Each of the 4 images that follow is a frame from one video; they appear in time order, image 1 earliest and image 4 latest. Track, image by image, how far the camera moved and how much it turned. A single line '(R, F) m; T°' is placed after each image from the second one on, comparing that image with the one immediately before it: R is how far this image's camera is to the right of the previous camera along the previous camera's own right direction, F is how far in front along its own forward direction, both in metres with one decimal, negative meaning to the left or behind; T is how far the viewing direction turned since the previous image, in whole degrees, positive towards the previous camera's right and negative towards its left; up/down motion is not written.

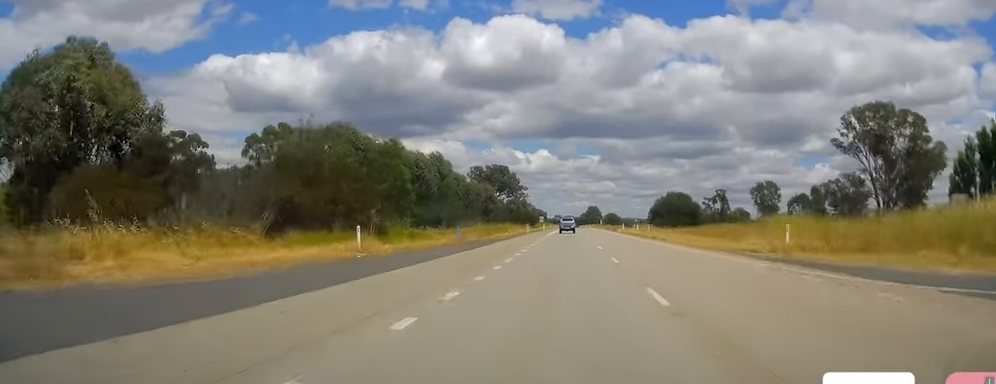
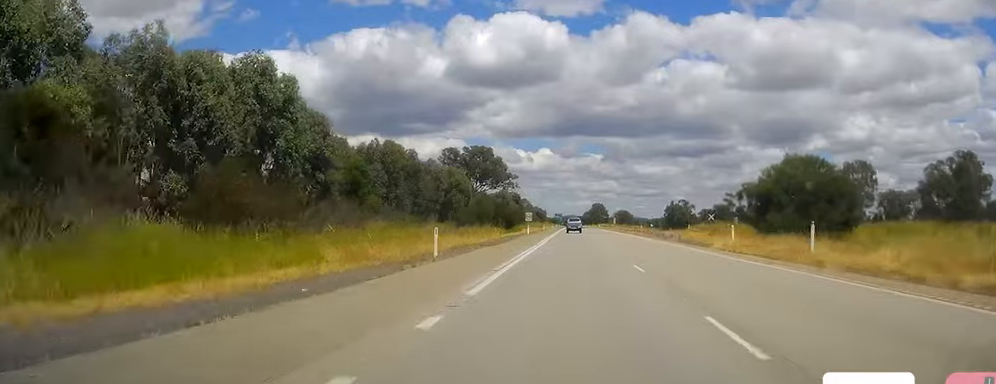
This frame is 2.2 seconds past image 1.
(-0.5, +64.4) m; 0°
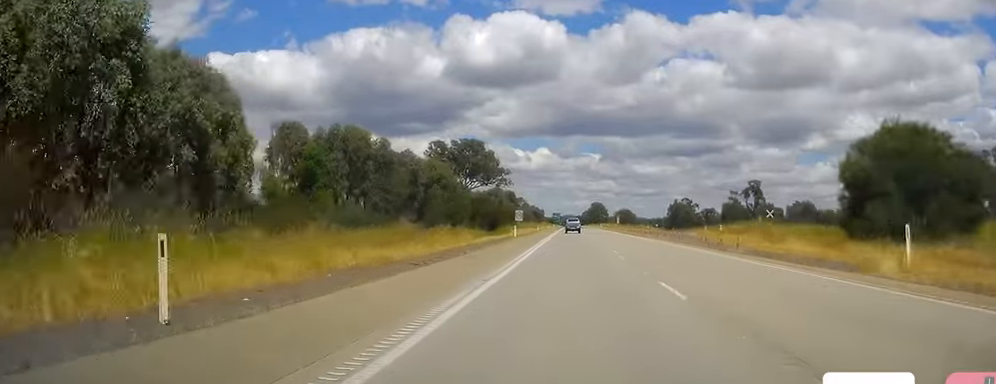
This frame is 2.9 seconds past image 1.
(+0.1, +18.3) m; 0°
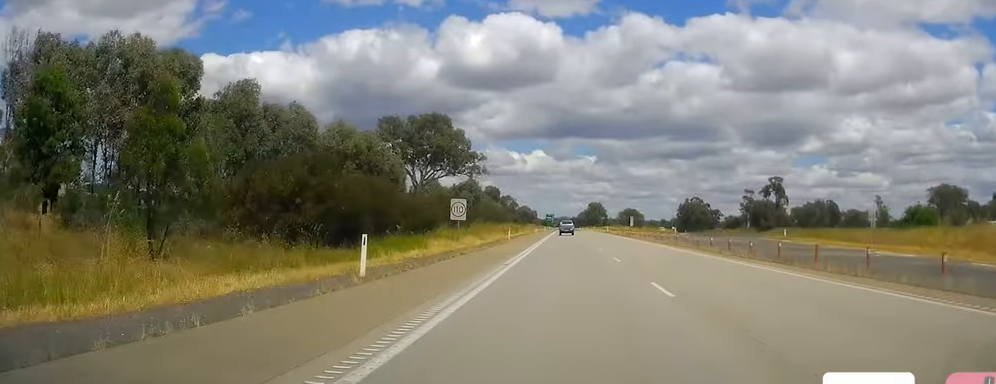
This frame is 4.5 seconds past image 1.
(0.0, +47.0) m; 0°
